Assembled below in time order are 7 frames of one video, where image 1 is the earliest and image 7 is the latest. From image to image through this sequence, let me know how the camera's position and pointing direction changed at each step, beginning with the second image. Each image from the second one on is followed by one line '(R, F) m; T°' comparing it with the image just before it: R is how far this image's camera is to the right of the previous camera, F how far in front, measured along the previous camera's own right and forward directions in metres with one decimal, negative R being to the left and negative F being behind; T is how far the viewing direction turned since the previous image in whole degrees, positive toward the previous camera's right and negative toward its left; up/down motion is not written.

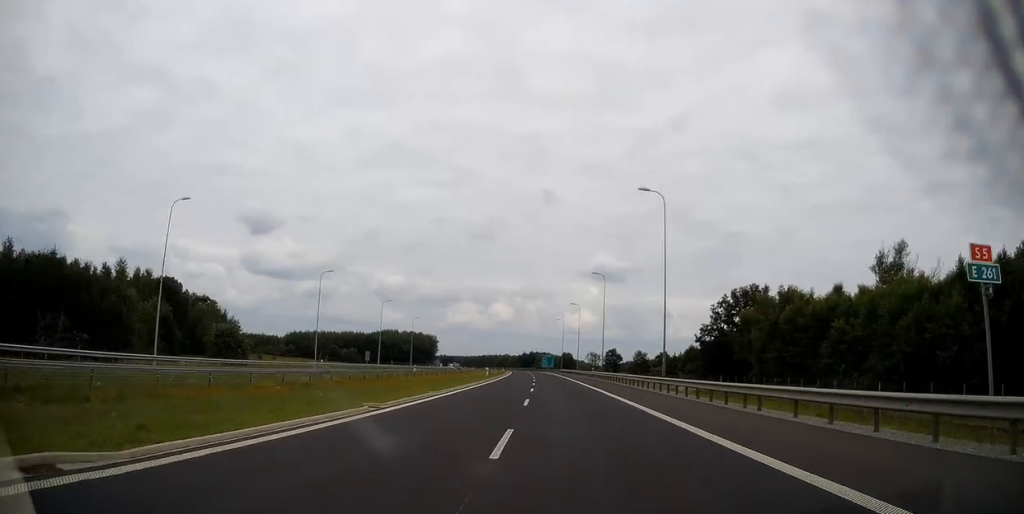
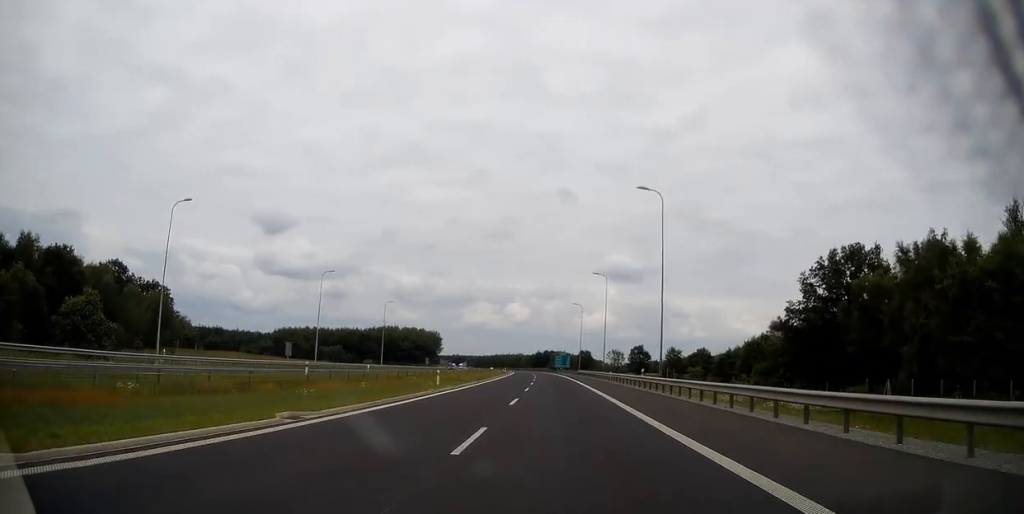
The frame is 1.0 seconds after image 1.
(-0.5, +35.4) m; -2°
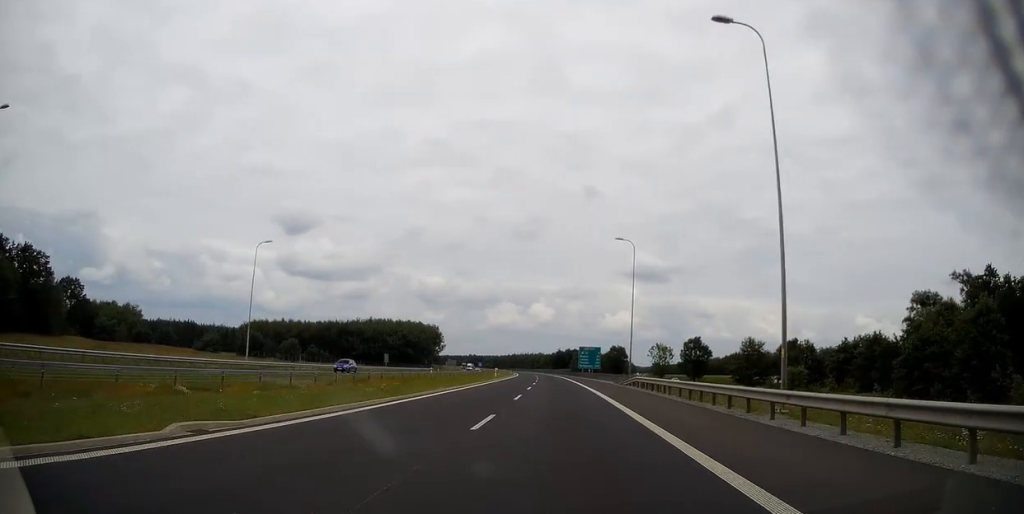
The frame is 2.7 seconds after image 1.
(-1.2, +56.1) m; -2°
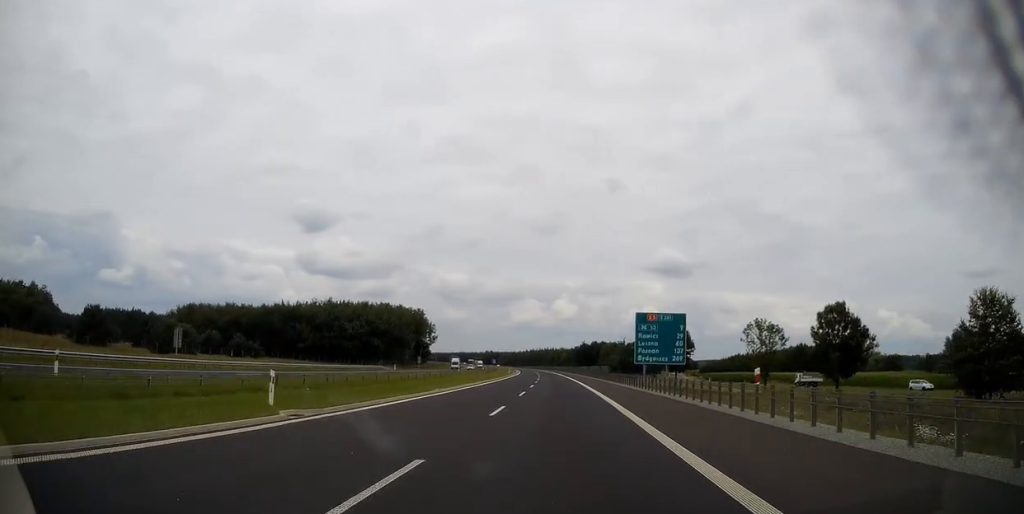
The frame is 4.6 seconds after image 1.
(-1.4, +67.9) m; -2°
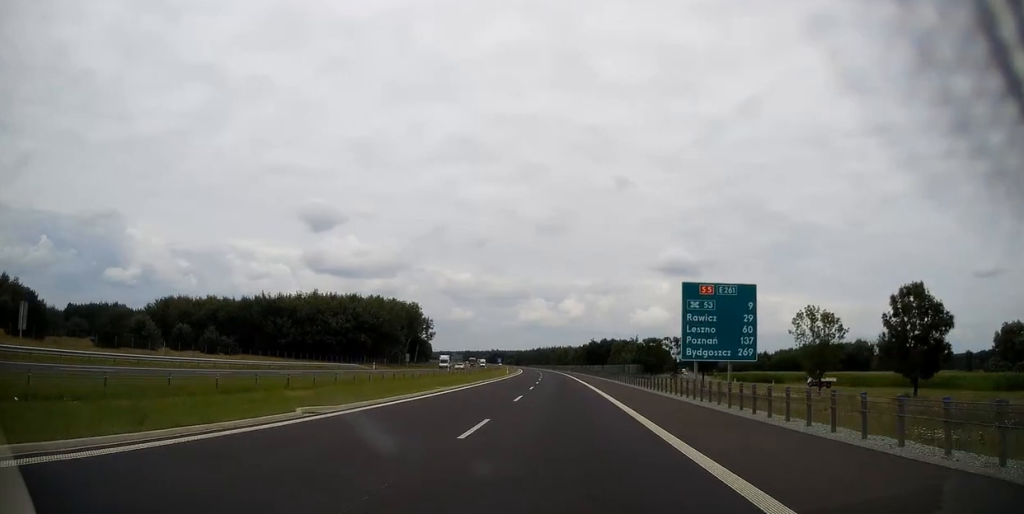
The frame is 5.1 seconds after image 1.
(0.0, +17.3) m; -1°
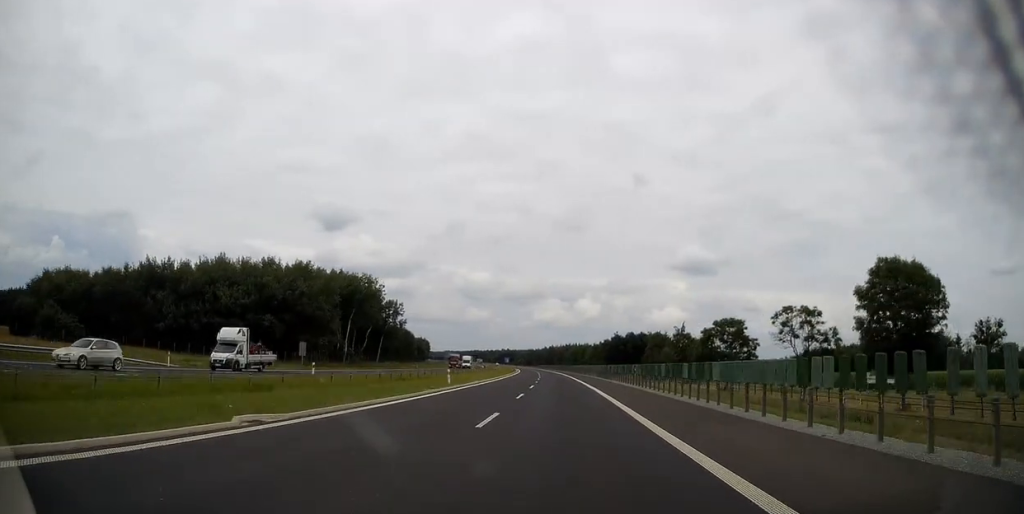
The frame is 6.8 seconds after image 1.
(-0.8, +57.6) m; -1°
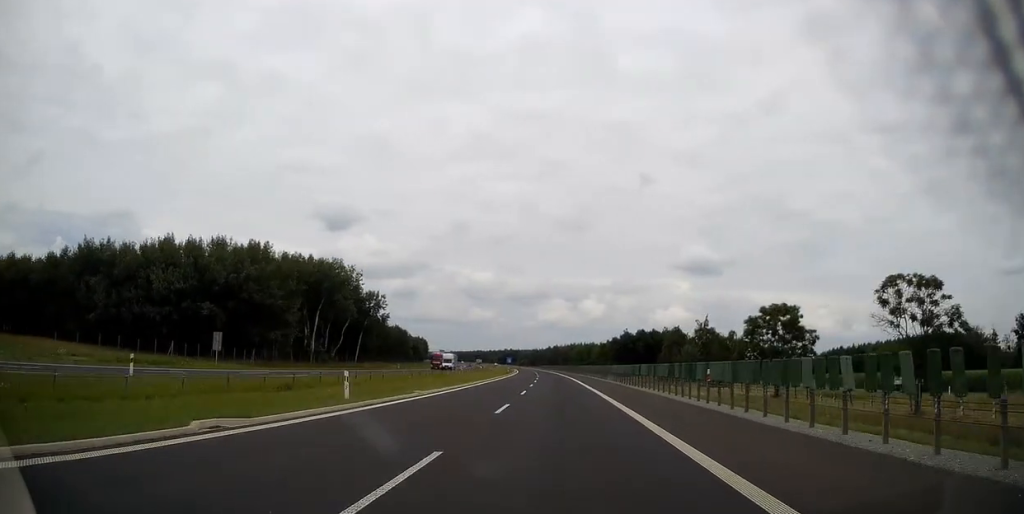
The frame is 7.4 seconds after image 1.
(0.0, +19.7) m; 0°
